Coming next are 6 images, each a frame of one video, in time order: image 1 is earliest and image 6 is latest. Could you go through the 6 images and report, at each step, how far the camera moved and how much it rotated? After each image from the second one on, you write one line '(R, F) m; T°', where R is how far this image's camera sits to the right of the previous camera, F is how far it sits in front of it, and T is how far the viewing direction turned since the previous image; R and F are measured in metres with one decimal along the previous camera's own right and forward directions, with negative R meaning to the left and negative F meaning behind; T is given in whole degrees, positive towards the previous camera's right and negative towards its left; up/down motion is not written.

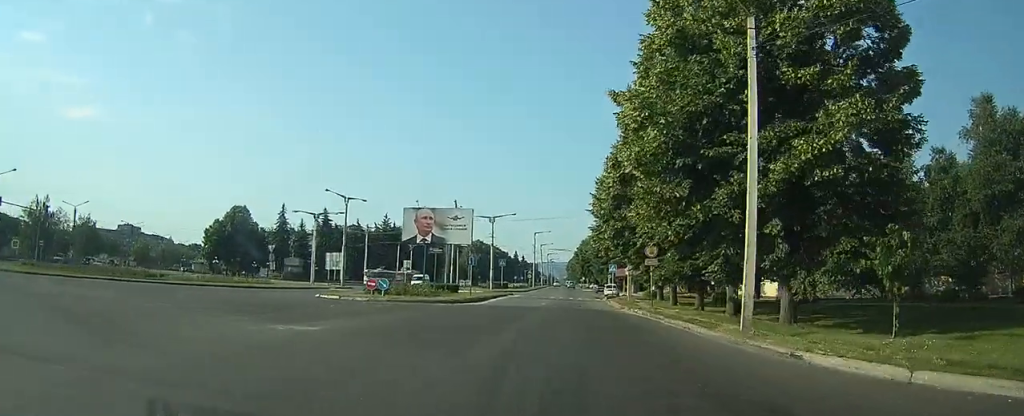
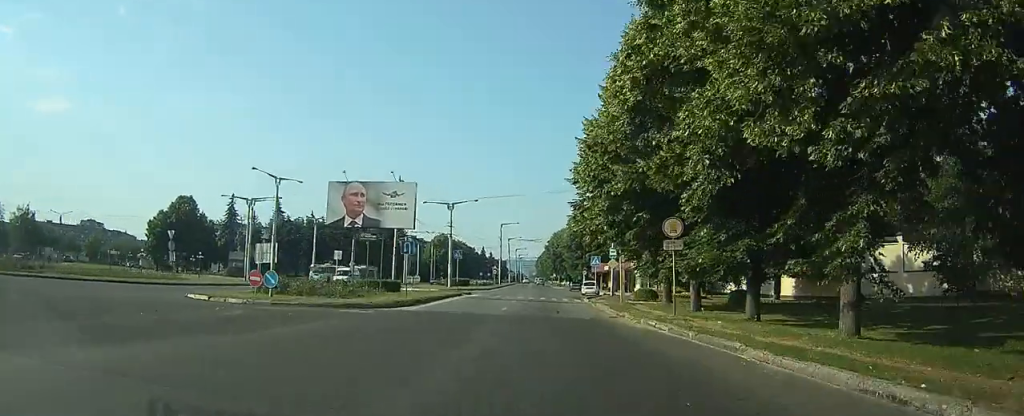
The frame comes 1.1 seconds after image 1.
(+0.1, +11.0) m; +2°
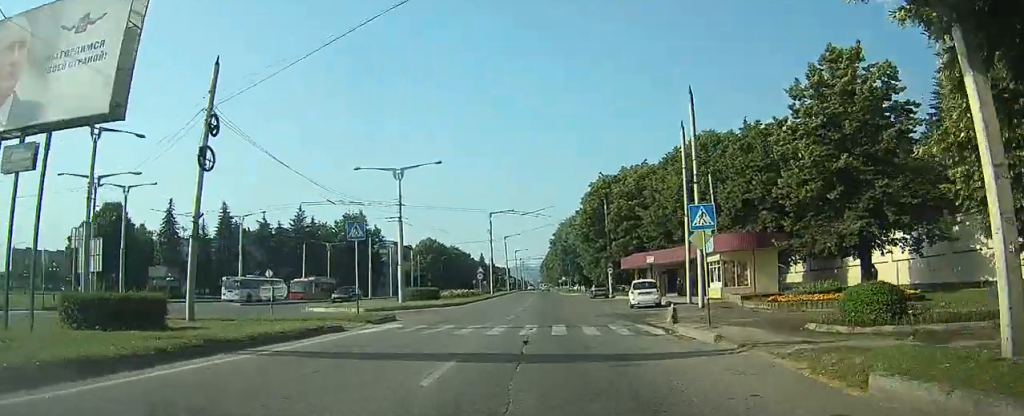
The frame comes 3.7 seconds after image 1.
(+1.3, +27.7) m; +3°
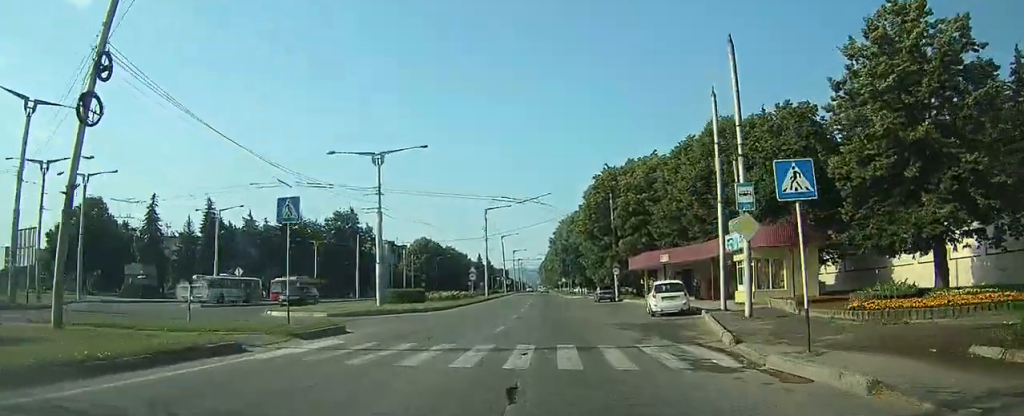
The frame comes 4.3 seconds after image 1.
(0.0, +6.0) m; 0°
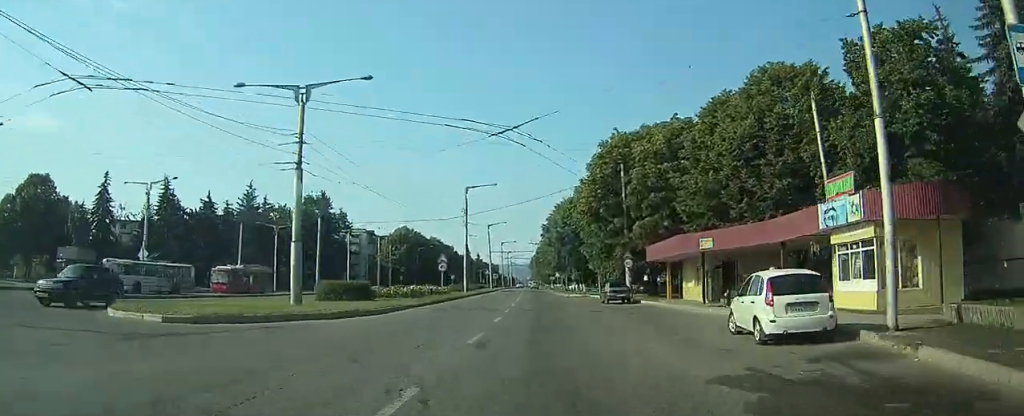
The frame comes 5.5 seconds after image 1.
(-0.1, +12.6) m; 0°
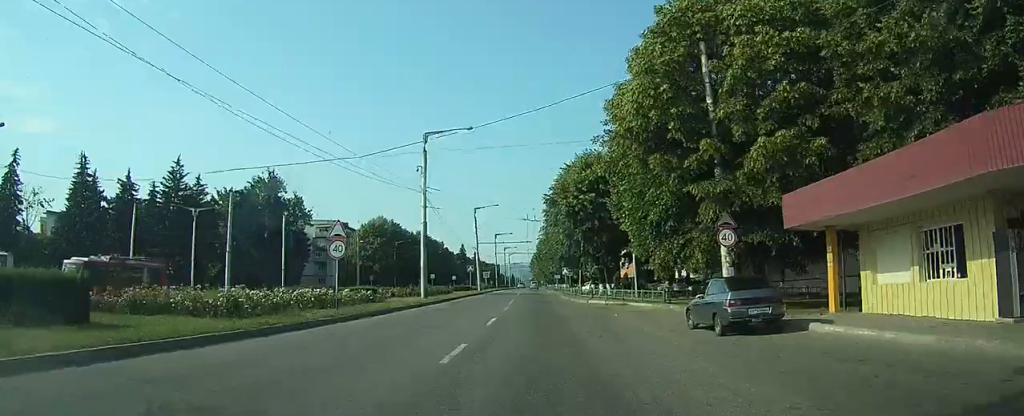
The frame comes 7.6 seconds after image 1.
(0.0, +21.0) m; 0°
